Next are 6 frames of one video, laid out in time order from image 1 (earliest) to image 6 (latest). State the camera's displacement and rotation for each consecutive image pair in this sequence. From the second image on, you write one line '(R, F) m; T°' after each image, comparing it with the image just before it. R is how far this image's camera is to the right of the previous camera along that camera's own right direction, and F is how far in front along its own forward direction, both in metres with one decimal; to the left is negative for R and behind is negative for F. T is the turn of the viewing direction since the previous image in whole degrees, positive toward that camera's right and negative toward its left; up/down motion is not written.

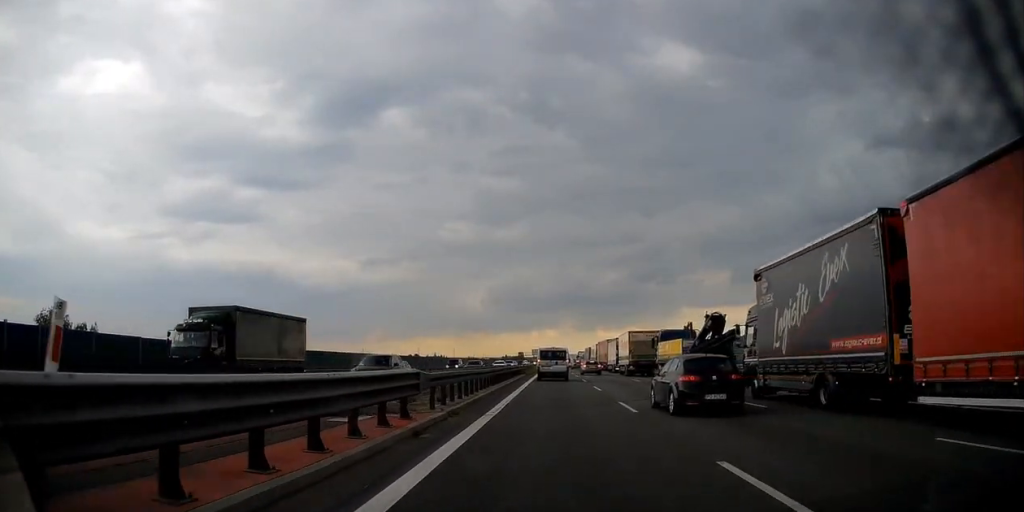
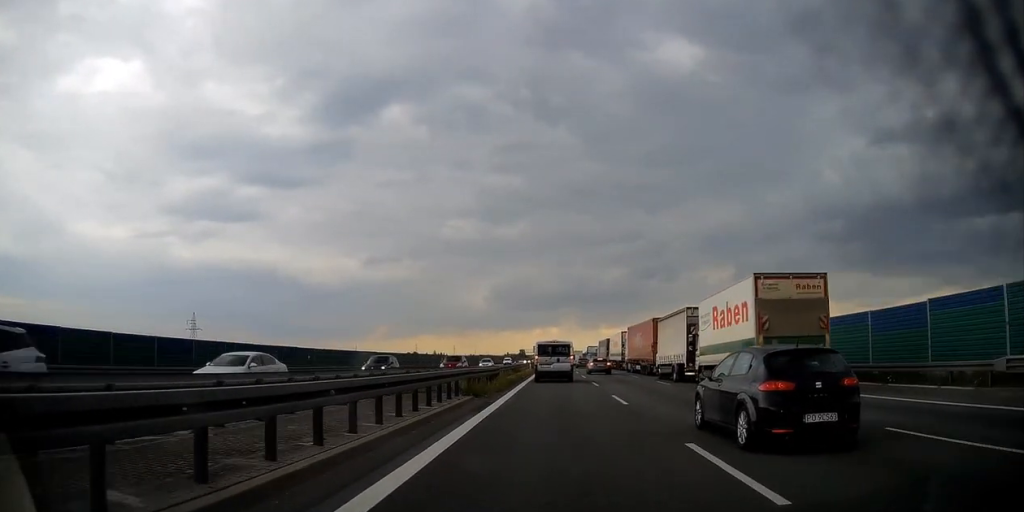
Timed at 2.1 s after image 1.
(-0.1, +28.3) m; 0°
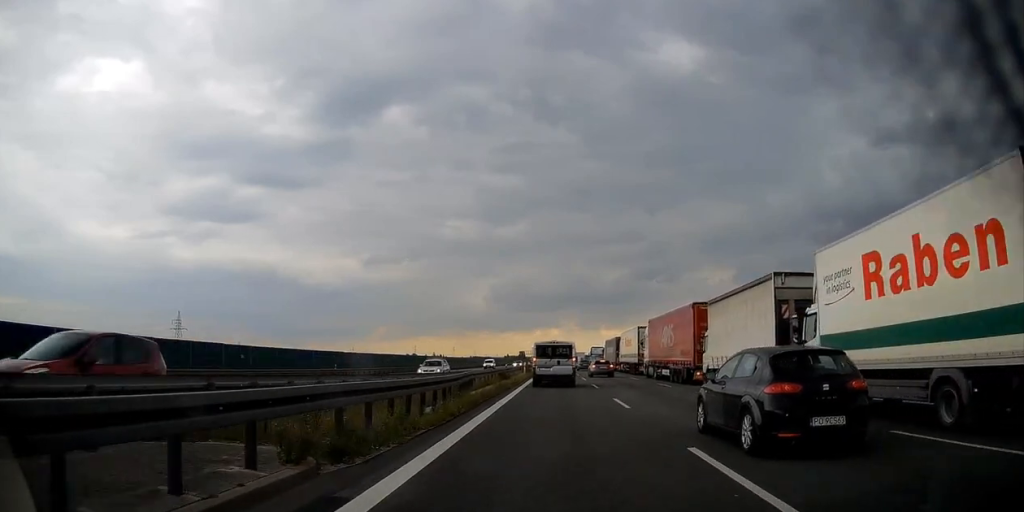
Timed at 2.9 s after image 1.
(0.0, +11.3) m; 0°
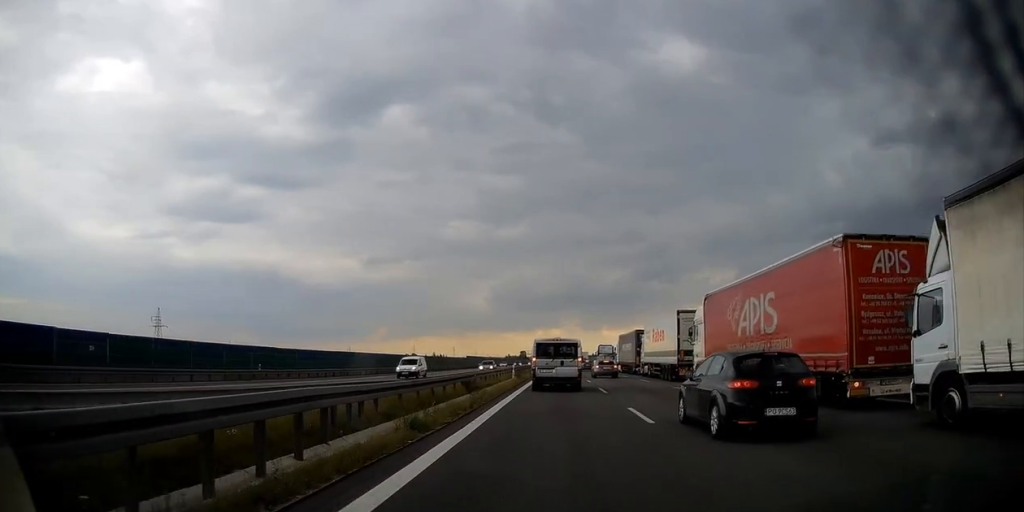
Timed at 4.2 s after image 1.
(+0.1, +16.4) m; +1°
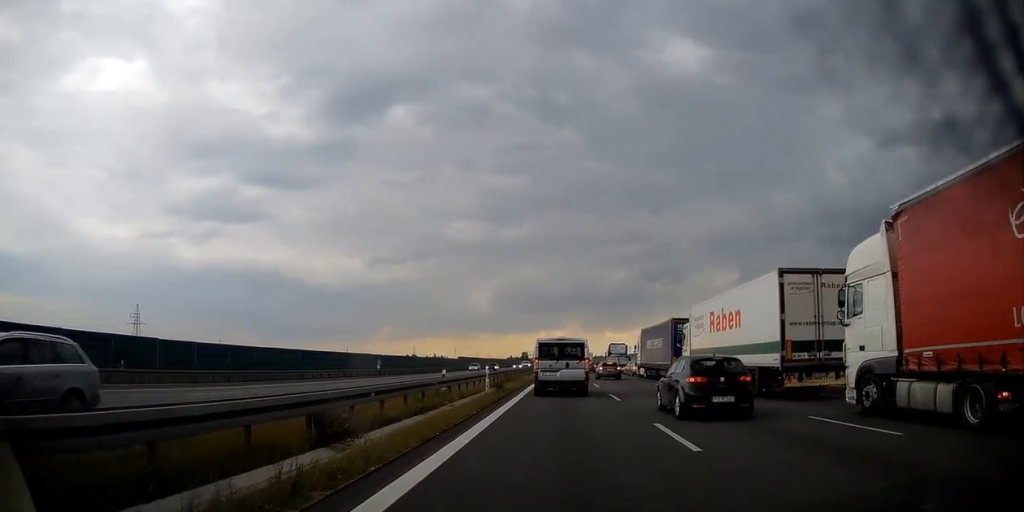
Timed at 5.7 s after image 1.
(0.0, +17.3) m; 0°
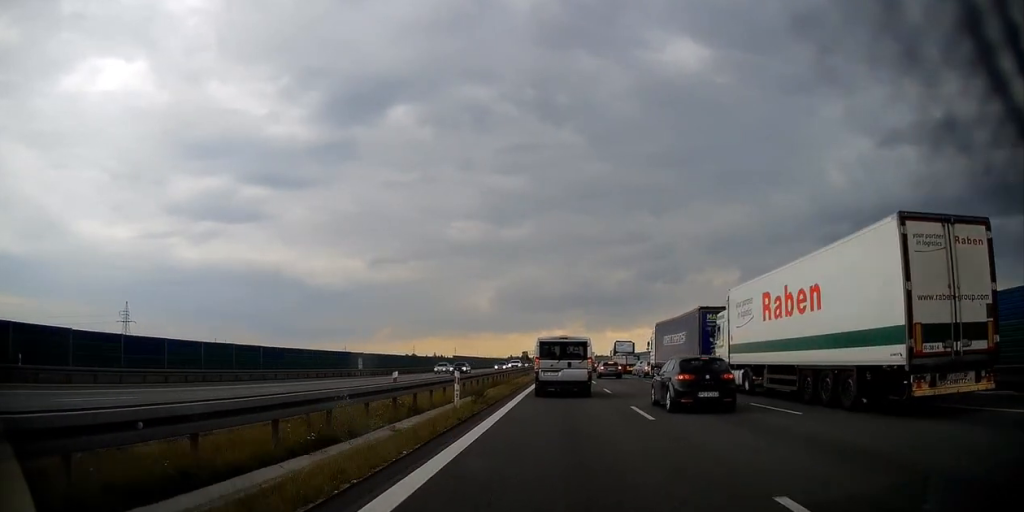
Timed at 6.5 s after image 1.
(0.0, +8.8) m; -1°
